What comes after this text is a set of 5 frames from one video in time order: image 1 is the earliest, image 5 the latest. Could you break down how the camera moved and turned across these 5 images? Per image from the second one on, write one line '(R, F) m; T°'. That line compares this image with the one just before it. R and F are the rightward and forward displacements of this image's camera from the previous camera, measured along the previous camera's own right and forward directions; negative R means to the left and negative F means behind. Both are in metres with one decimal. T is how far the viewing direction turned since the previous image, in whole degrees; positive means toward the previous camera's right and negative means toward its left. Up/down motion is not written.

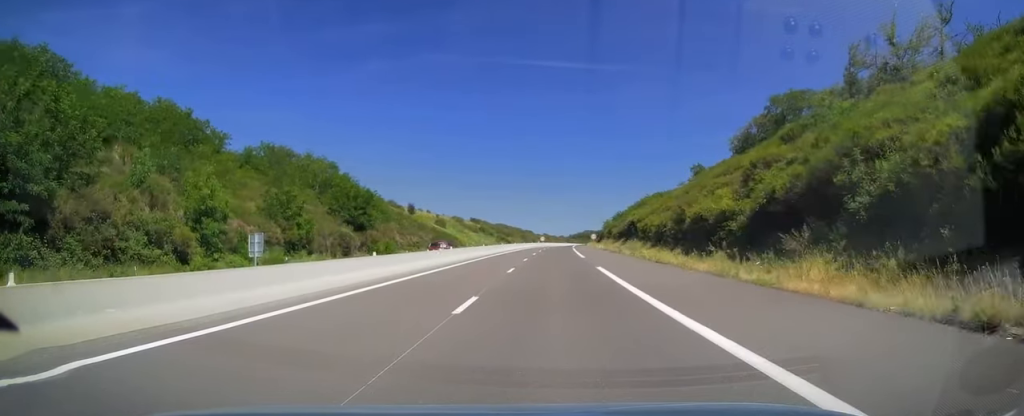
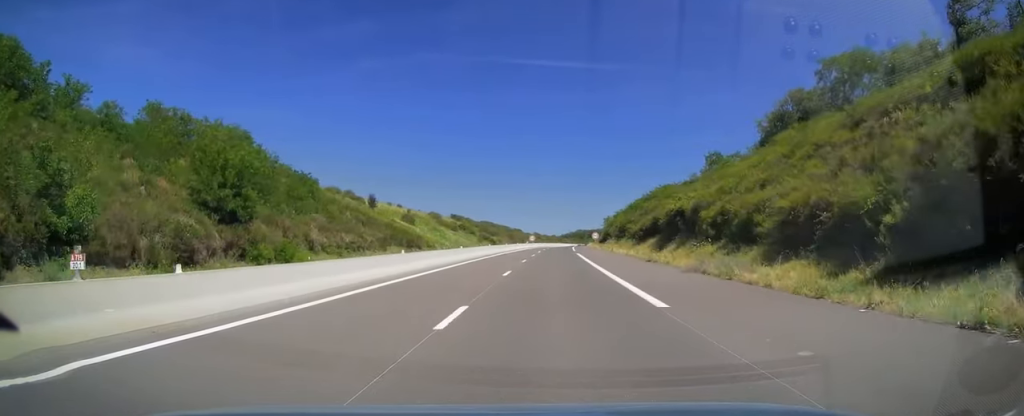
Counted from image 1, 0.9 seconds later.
(0.0, +27.8) m; +1°
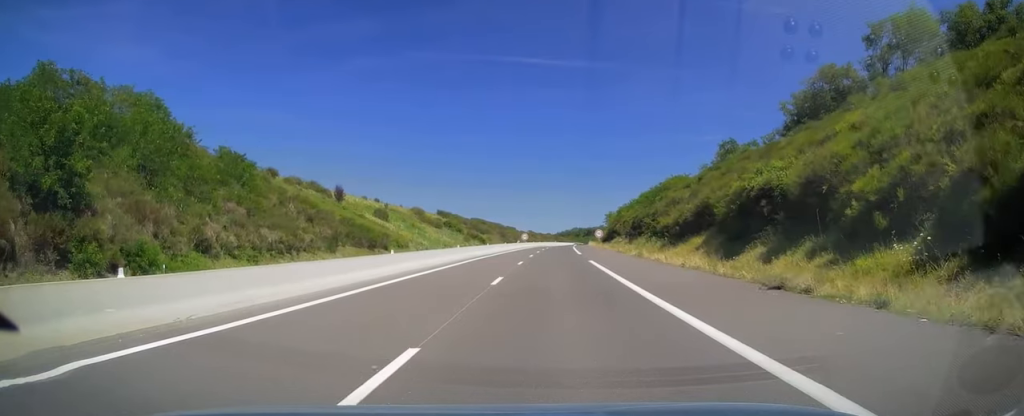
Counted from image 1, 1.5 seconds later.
(+0.2, +17.6) m; 0°
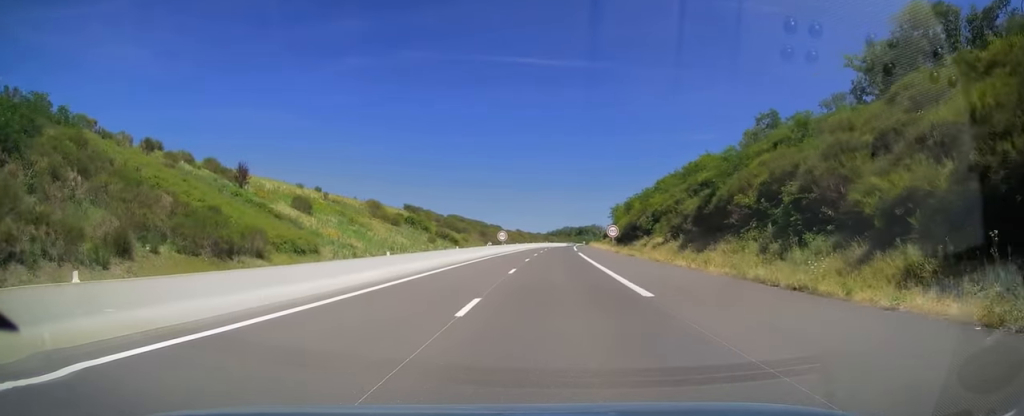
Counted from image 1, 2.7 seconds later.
(+0.3, +32.8) m; +1°
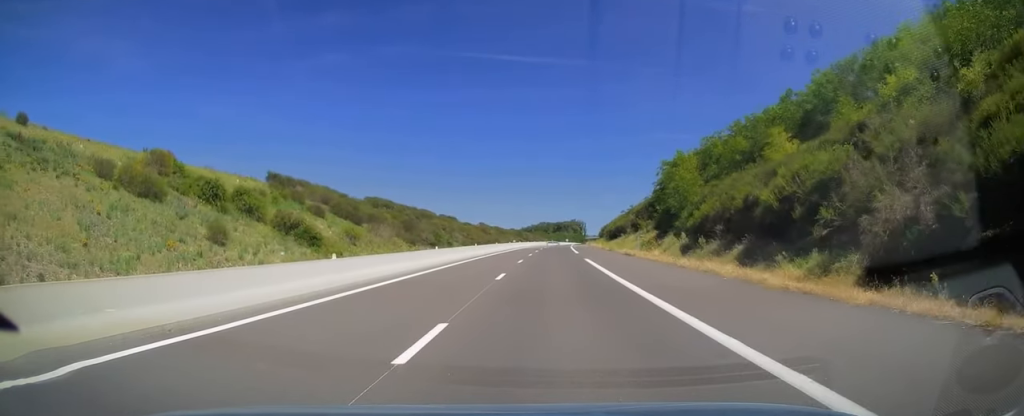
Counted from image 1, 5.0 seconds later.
(+1.3, +69.1) m; +2°
